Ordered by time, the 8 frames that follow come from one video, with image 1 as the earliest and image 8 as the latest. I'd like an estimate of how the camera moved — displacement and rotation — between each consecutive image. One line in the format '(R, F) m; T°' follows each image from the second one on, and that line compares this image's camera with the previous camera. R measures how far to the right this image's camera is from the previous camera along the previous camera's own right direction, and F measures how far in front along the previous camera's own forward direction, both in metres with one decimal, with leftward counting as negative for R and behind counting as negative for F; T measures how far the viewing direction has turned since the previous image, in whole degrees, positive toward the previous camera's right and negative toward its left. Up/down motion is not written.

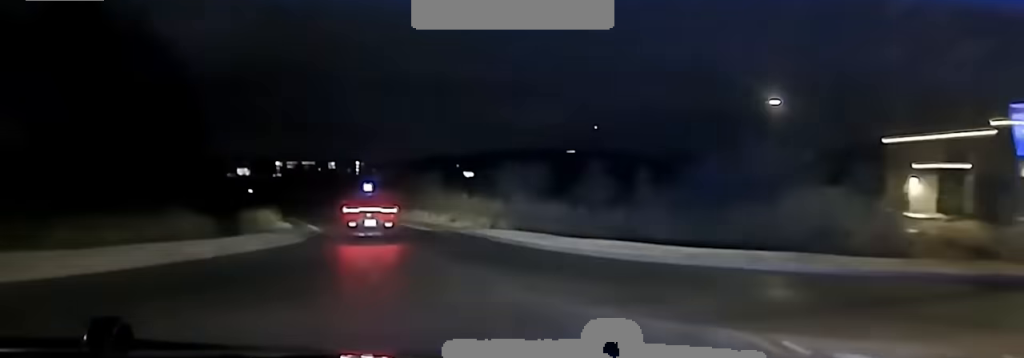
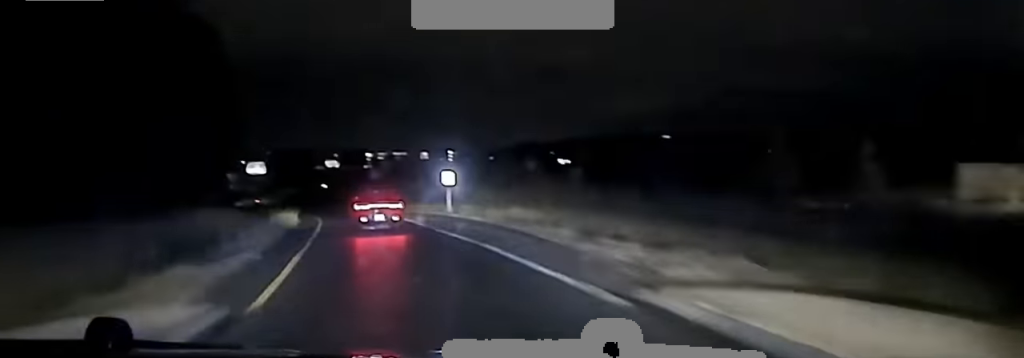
(-0.6, +19.2) m; -4°
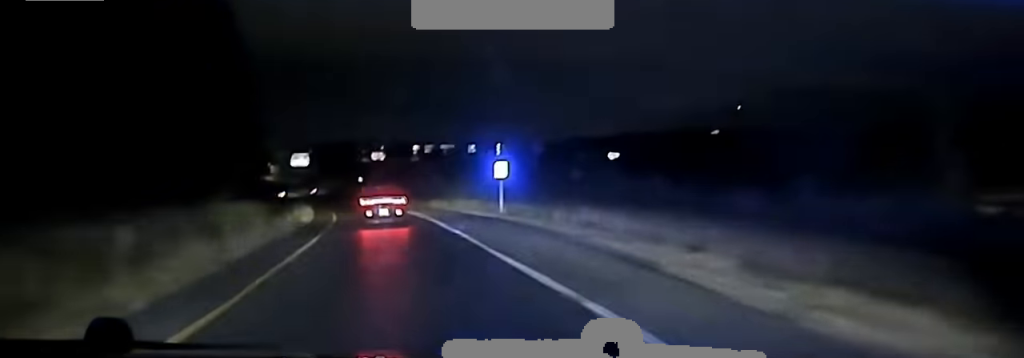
(+0.1, +9.9) m; -2°
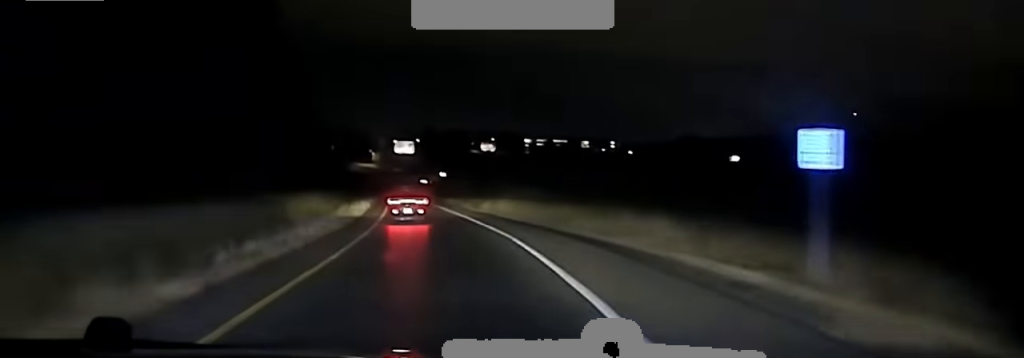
(-2.7, +31.5) m; -9°
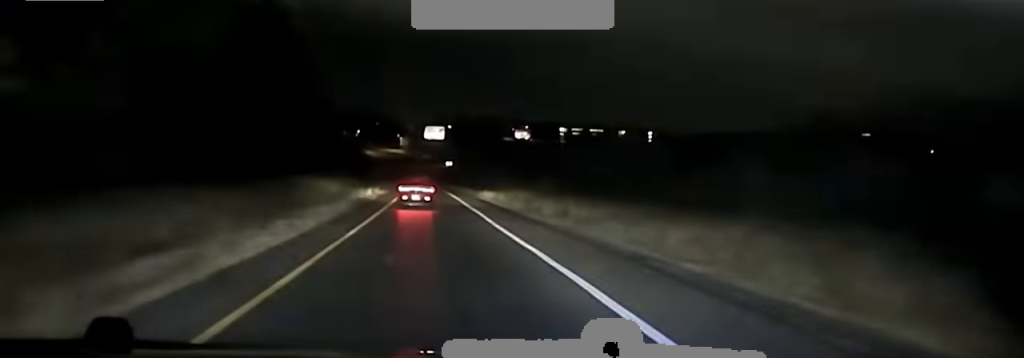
(-1.8, +31.9) m; -4°
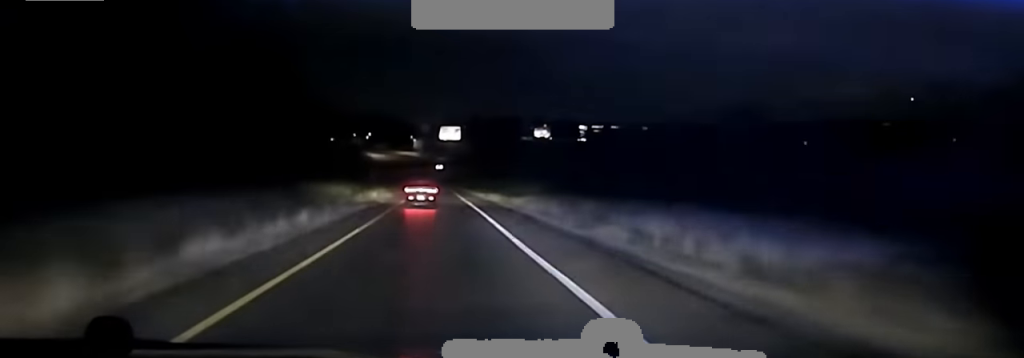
(-0.5, +30.2) m; -1°
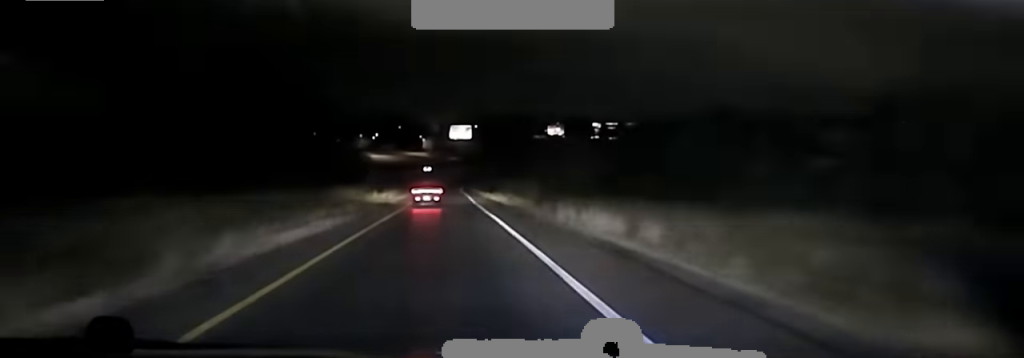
(-0.1, +21.5) m; -1°
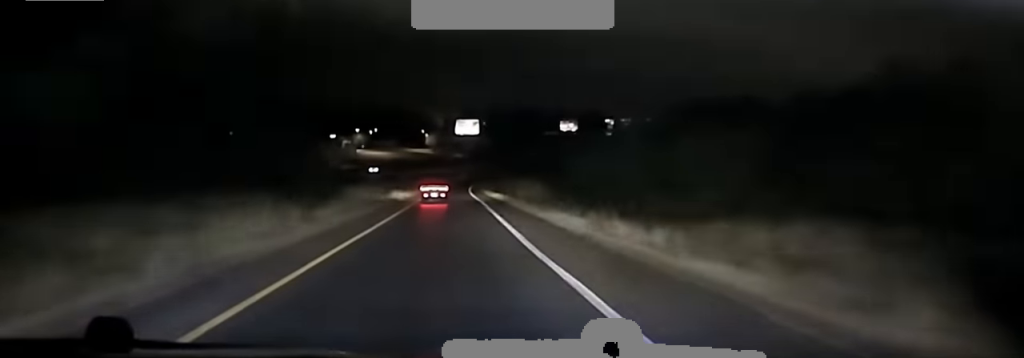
(-0.5, +37.0) m; -1°
